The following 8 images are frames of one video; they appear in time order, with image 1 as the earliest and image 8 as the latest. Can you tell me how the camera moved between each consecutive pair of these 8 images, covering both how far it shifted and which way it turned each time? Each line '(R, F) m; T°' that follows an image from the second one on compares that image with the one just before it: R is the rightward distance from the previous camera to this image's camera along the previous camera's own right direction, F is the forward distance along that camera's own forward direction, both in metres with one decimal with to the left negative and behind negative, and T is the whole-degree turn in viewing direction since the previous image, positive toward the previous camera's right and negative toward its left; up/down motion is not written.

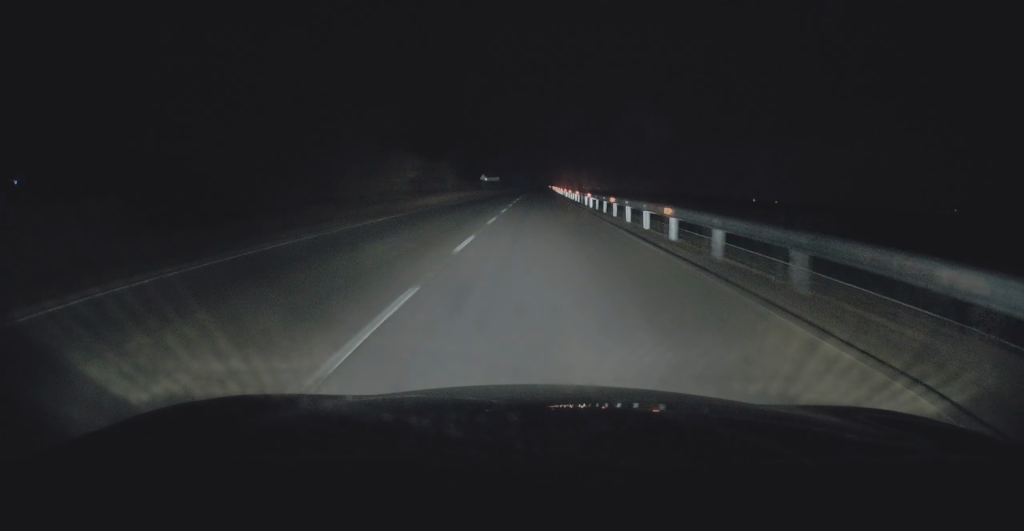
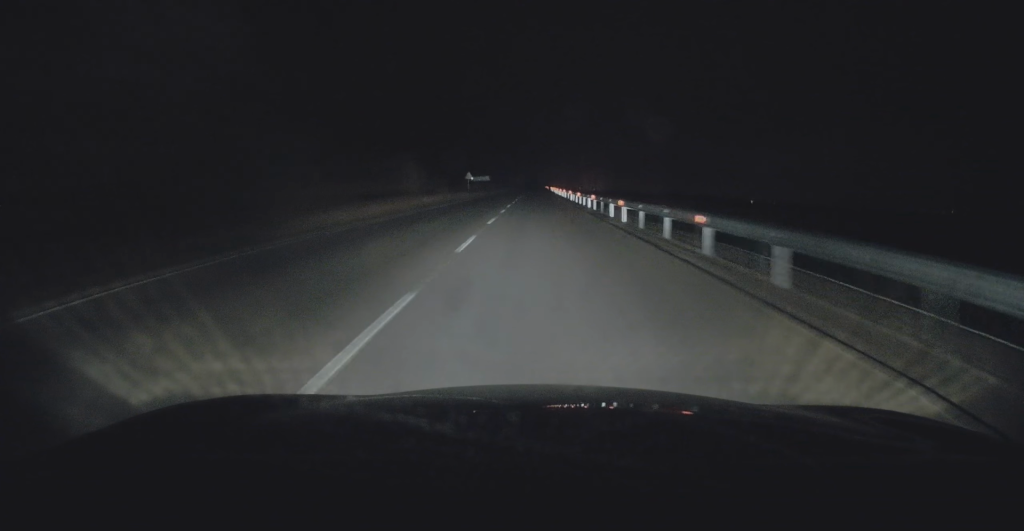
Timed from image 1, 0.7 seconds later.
(0.0, +15.3) m; 0°
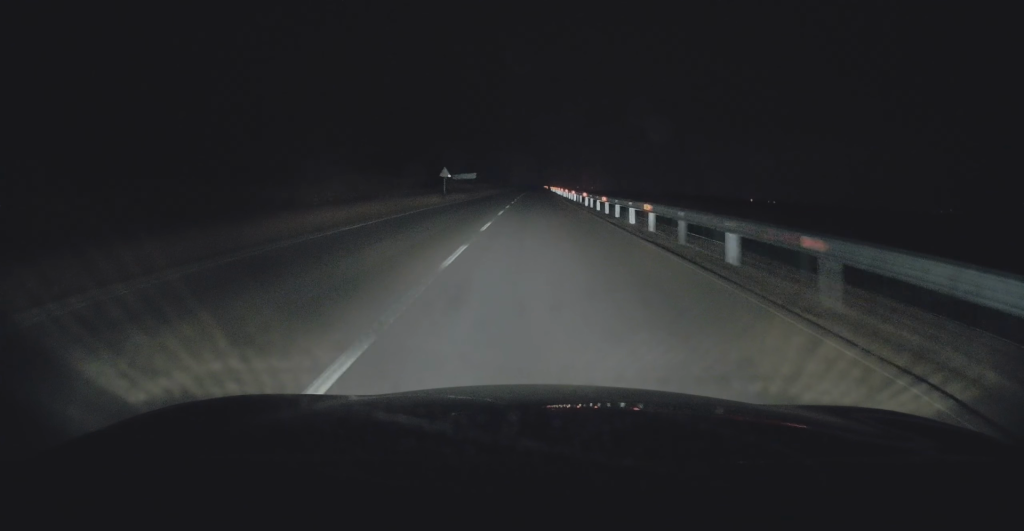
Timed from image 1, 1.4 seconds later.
(+0.1, +17.7) m; 0°
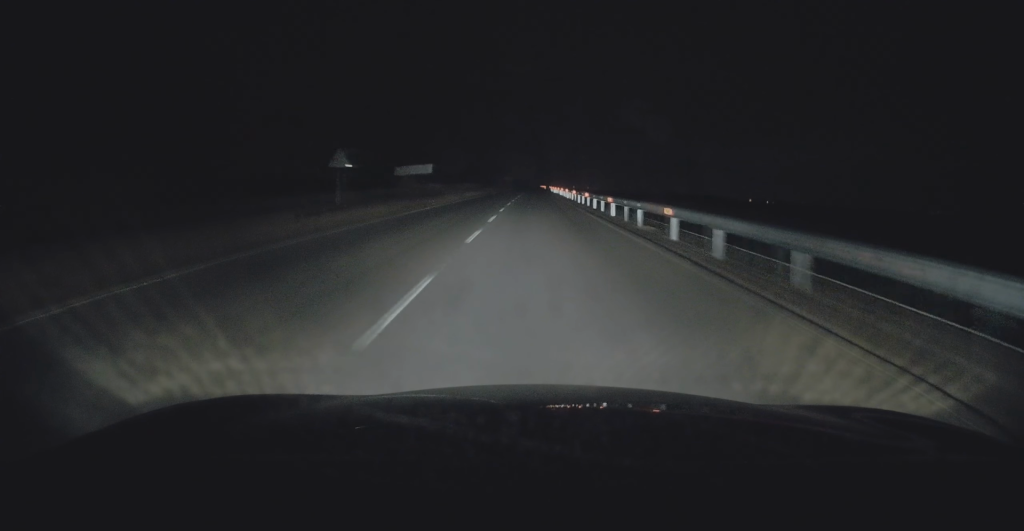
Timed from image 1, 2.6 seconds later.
(0.0, +27.0) m; 0°
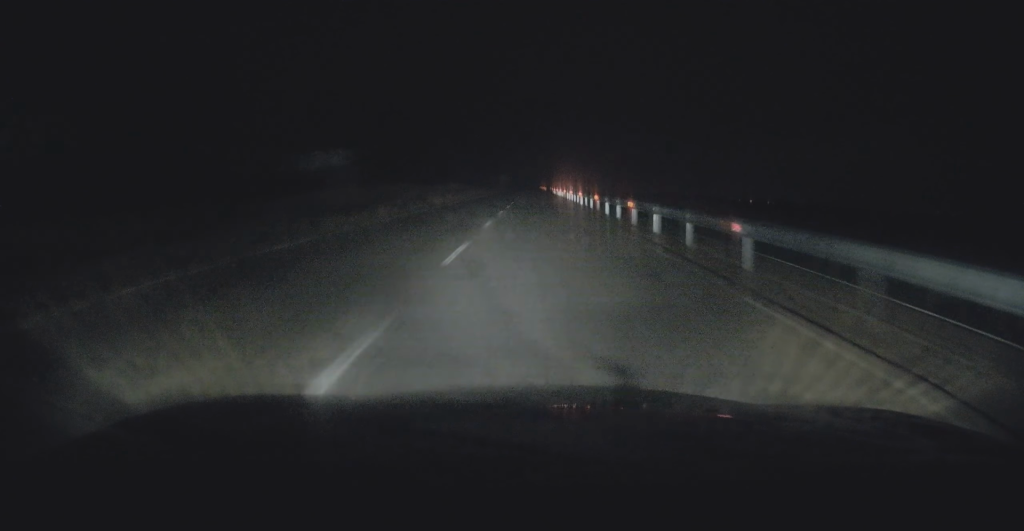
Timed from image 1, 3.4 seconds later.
(0.0, +17.8) m; 0°
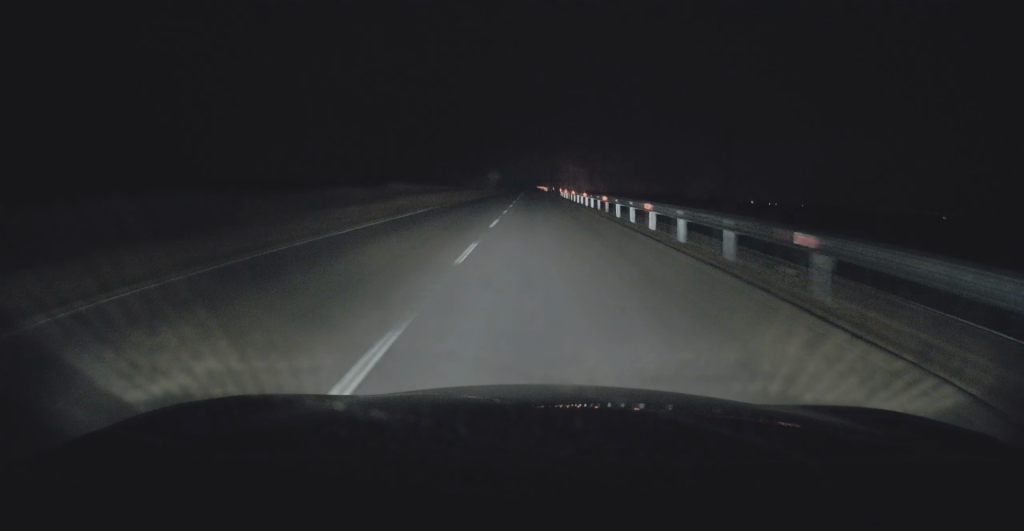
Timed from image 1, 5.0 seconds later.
(+0.3, +38.4) m; 0°
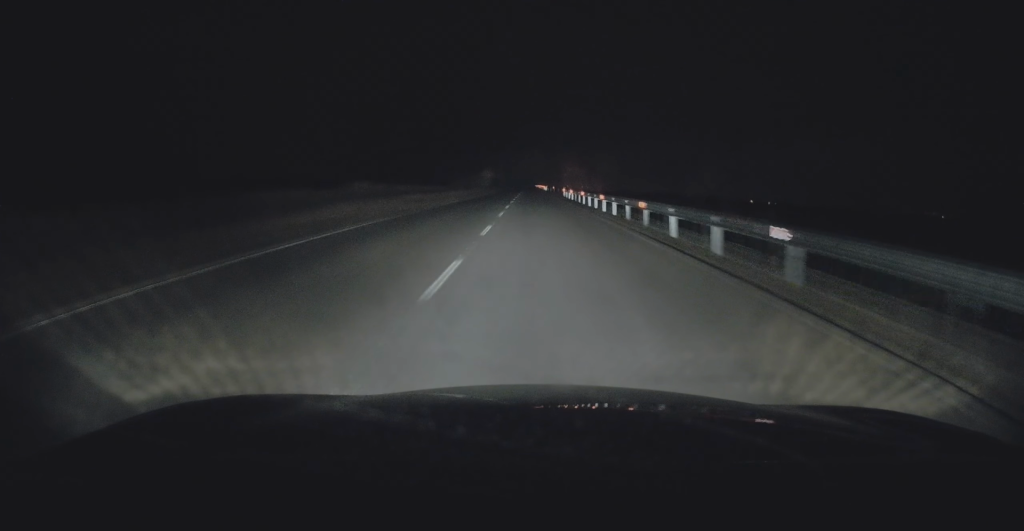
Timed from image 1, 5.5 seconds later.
(0.0, +11.0) m; 0°
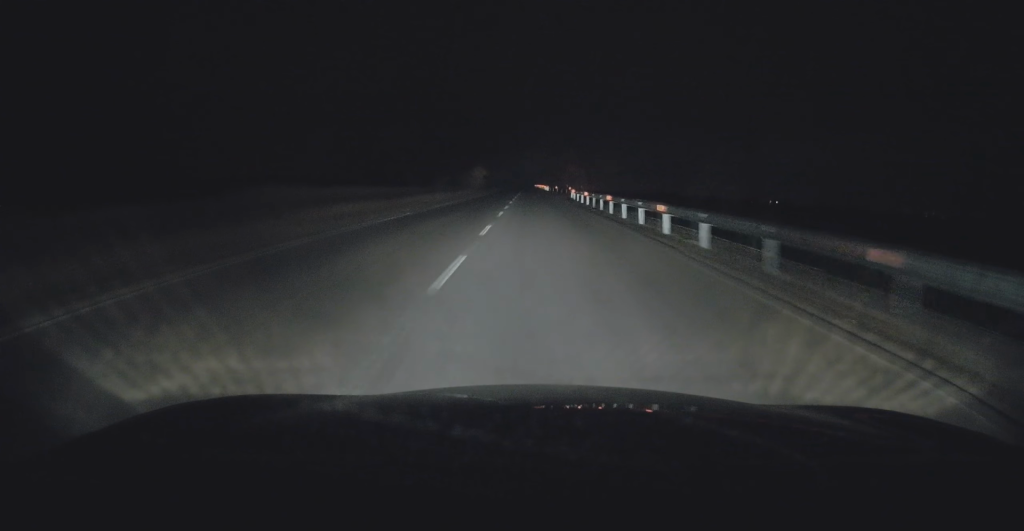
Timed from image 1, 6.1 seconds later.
(0.0, +15.0) m; 0°
